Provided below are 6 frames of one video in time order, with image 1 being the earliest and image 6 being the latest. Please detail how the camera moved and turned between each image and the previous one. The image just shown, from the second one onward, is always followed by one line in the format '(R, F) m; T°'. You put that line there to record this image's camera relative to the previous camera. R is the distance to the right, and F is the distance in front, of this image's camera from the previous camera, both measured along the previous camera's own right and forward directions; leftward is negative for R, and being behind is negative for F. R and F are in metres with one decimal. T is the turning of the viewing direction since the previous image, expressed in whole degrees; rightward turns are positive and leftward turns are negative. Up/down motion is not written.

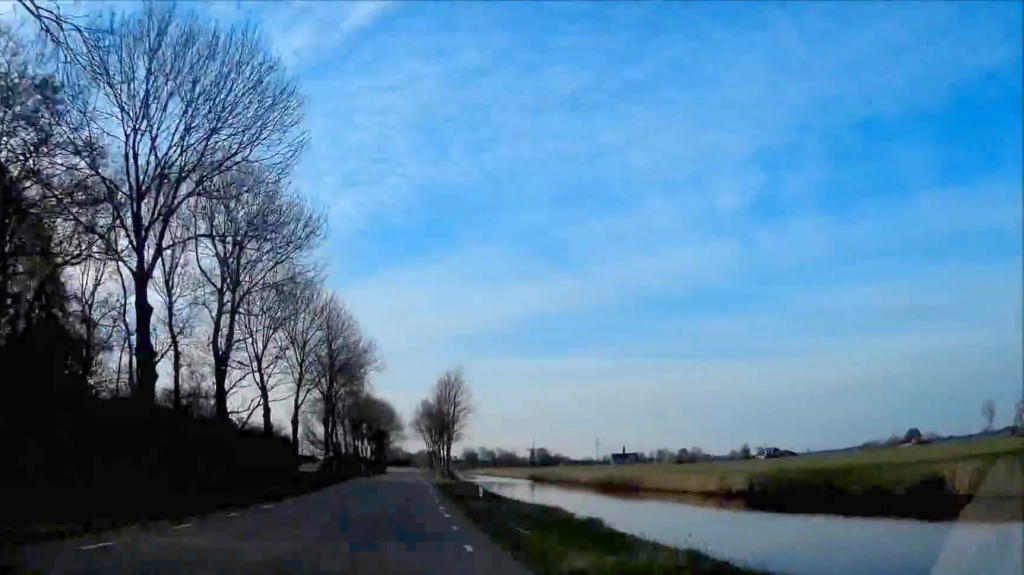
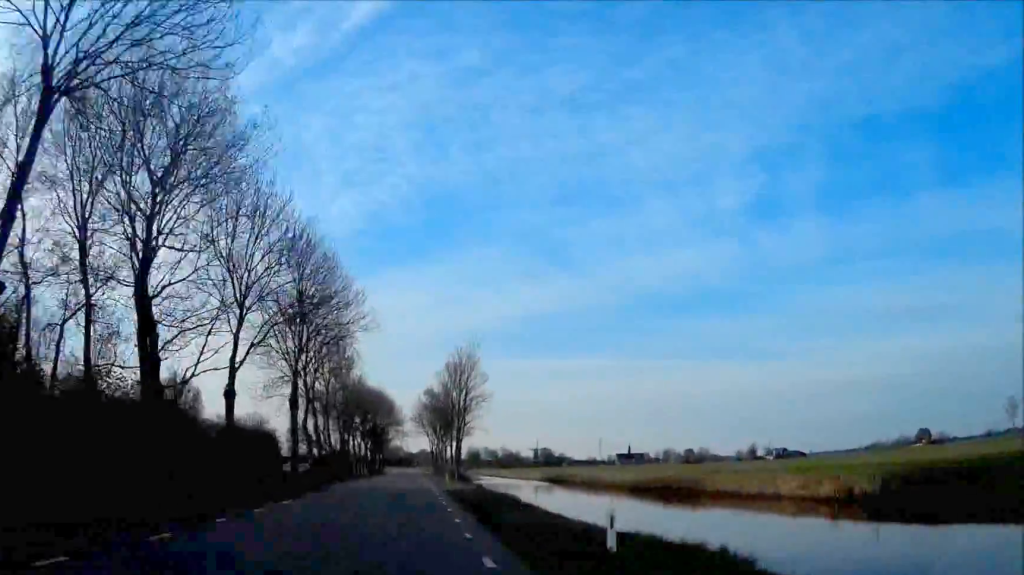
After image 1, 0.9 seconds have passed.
(0.0, +17.9) m; 0°
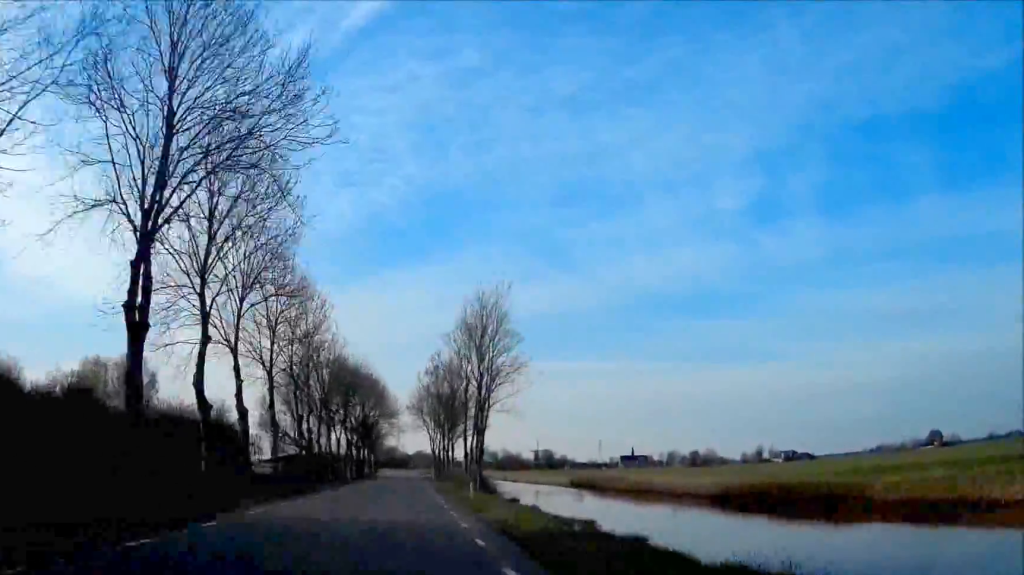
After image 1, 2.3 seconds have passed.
(0.0, +25.6) m; 0°
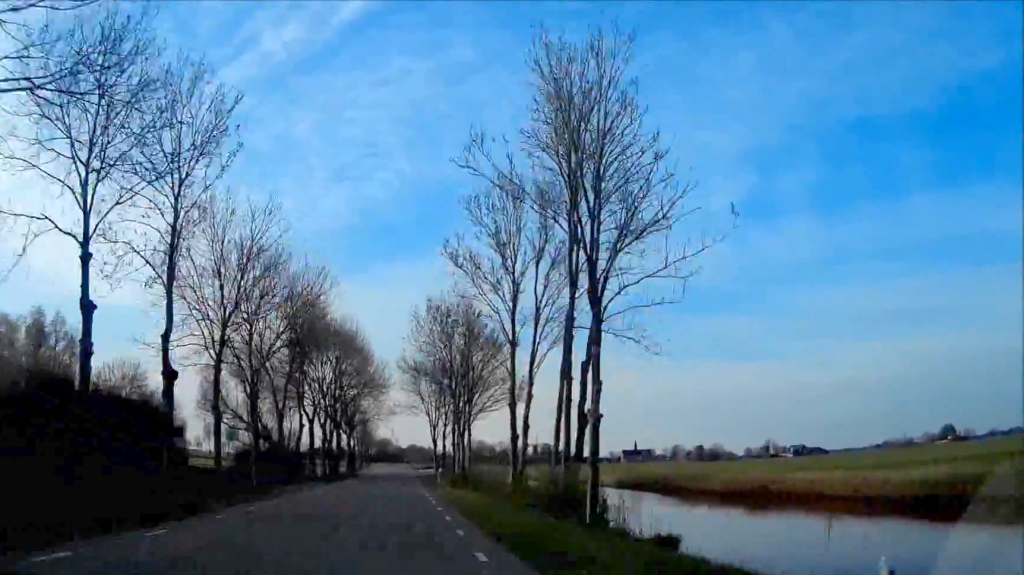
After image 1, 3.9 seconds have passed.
(0.0, +30.7) m; 0°
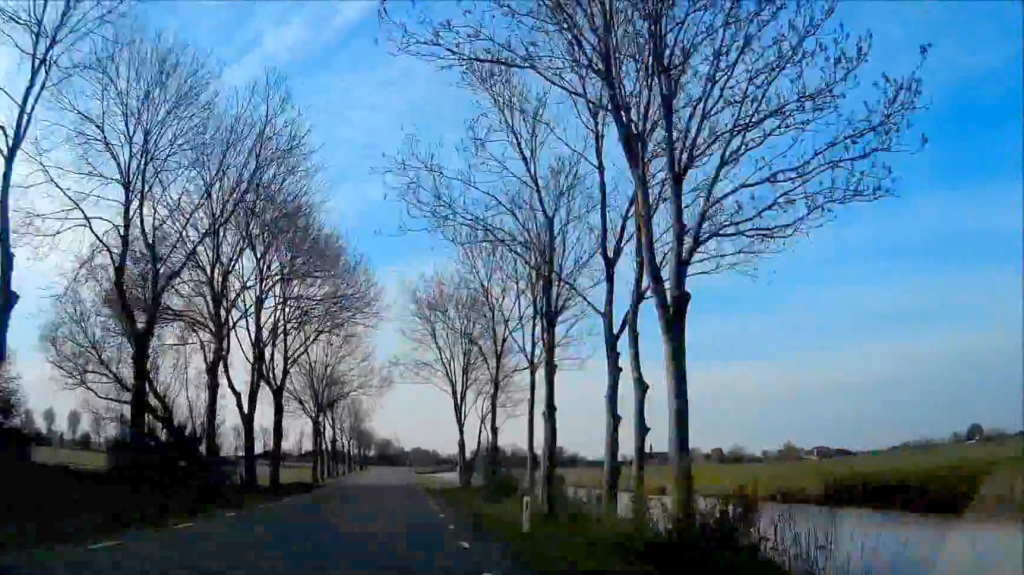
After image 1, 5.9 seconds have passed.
(0.0, +38.6) m; 0°
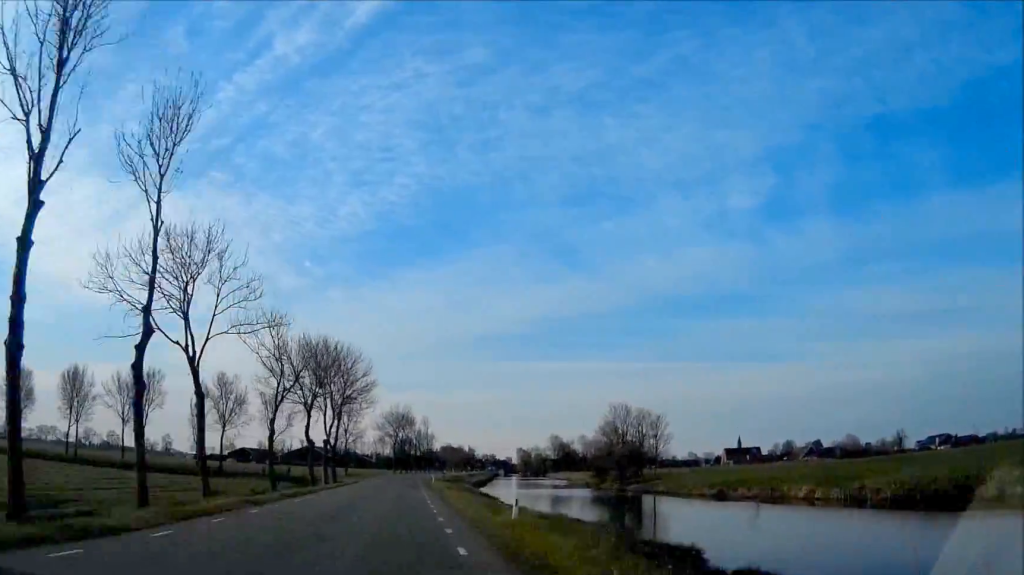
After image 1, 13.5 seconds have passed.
(-1.7, +146.3) m; -1°
